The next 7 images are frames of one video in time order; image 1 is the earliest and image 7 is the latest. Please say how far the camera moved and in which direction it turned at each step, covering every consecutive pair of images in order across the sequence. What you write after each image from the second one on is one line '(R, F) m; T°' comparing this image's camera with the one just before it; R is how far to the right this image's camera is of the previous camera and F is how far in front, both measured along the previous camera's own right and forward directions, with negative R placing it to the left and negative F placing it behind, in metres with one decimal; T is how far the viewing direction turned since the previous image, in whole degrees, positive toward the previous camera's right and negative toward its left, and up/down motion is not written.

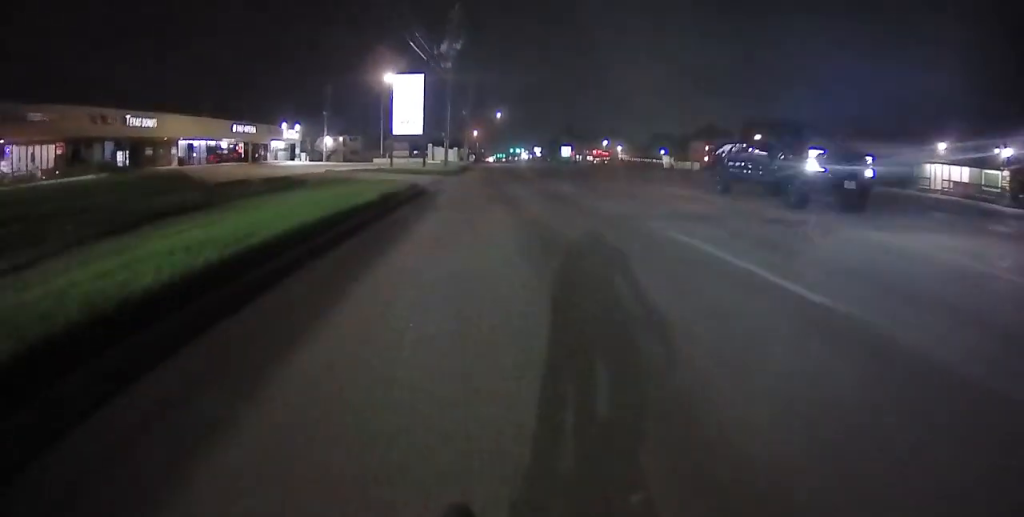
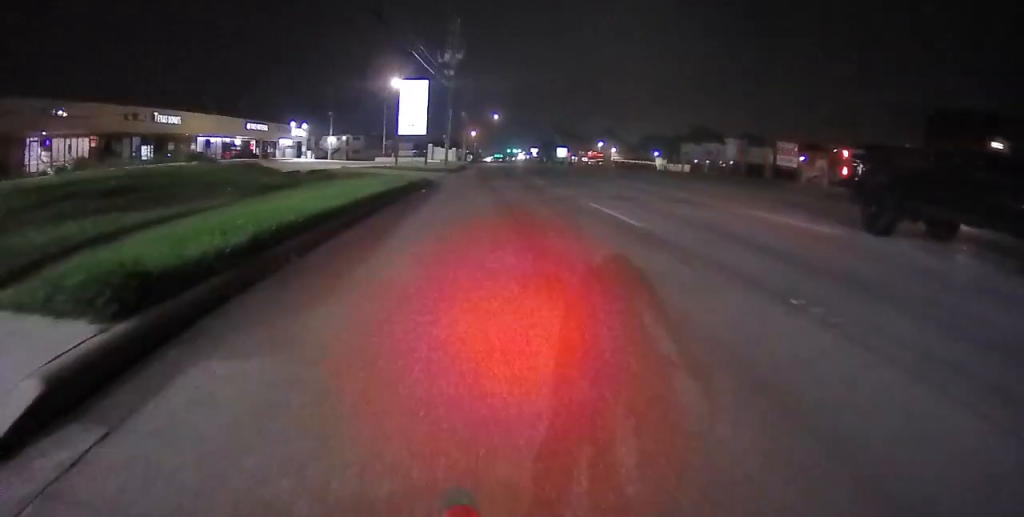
(+0.1, +4.5) m; -2°
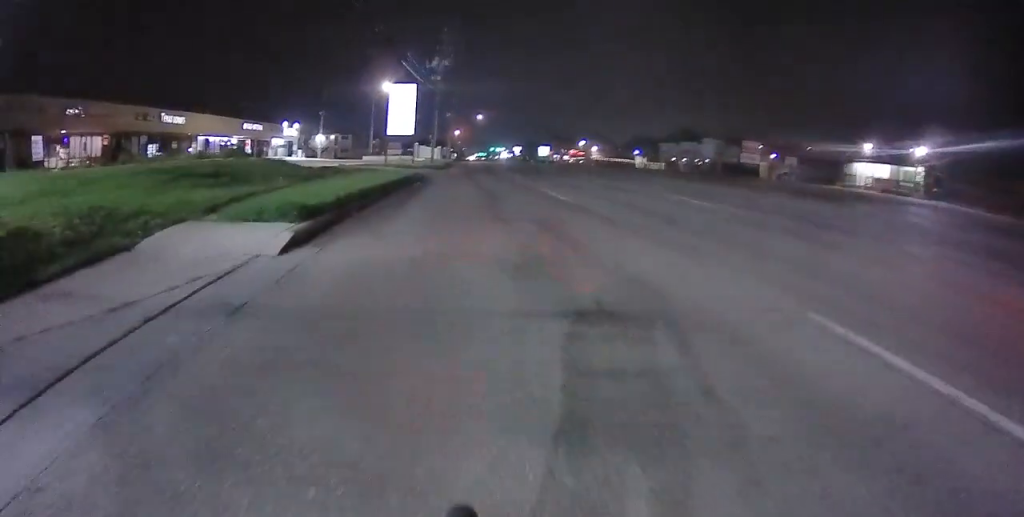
(-0.1, +4.0) m; -1°
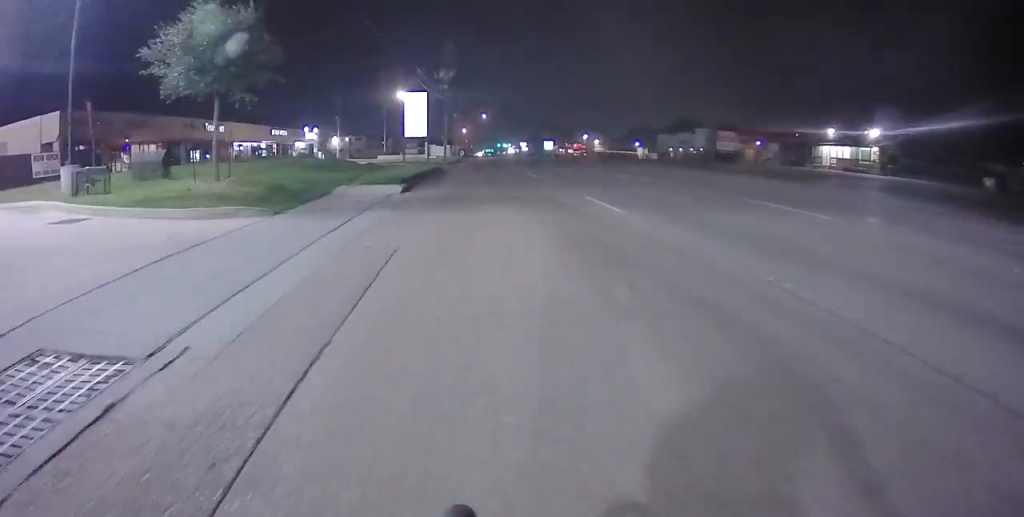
(-0.1, +8.0) m; +2°
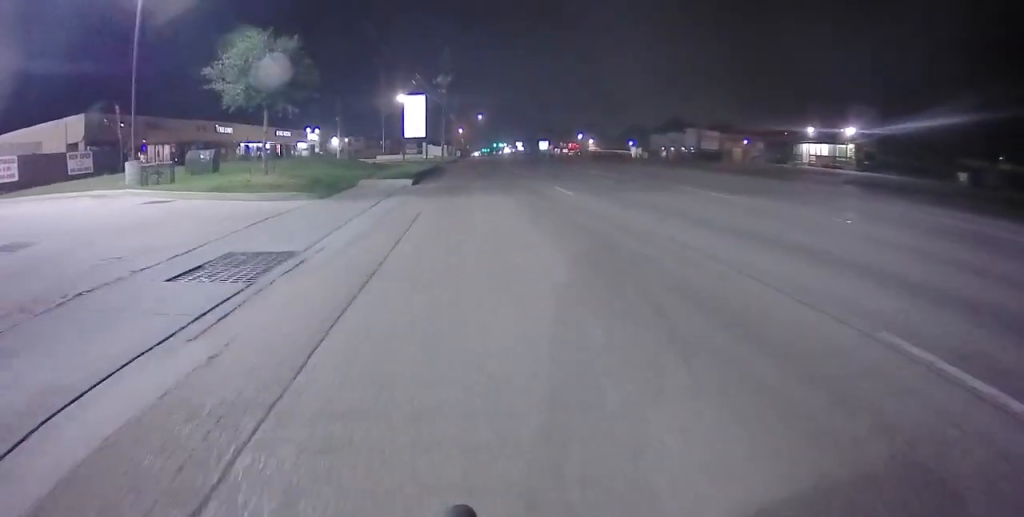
(+0.1, +3.5) m; +2°
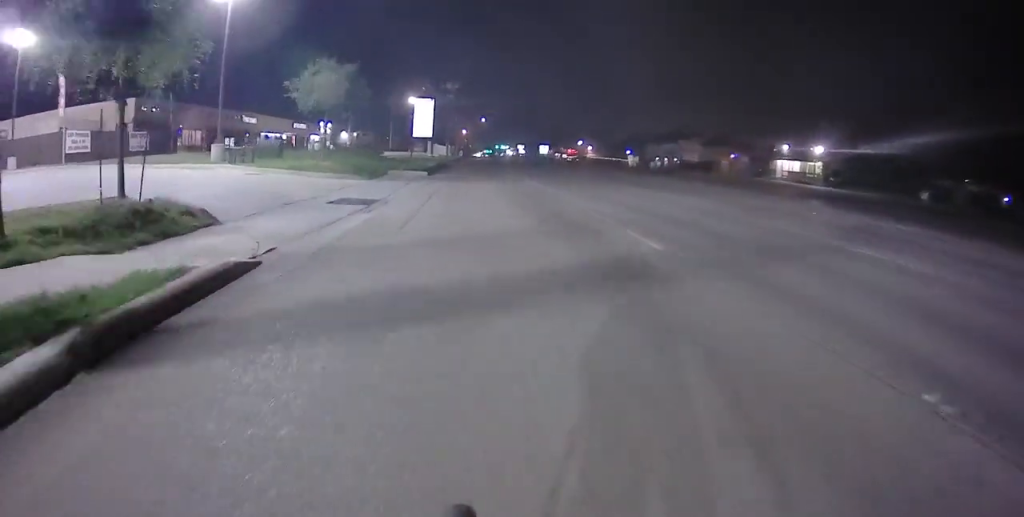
(+0.1, +6.6) m; +1°
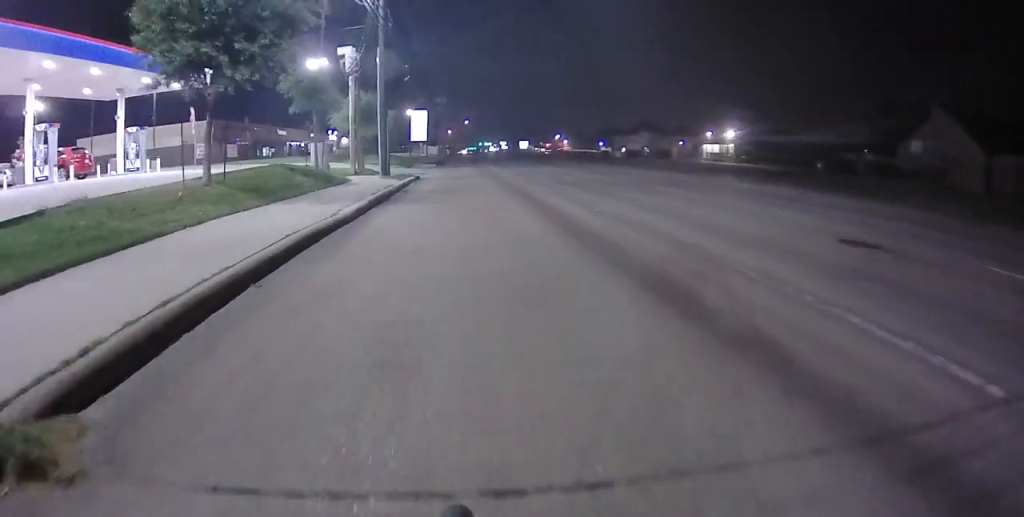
(0.0, +19.4) m; 0°
